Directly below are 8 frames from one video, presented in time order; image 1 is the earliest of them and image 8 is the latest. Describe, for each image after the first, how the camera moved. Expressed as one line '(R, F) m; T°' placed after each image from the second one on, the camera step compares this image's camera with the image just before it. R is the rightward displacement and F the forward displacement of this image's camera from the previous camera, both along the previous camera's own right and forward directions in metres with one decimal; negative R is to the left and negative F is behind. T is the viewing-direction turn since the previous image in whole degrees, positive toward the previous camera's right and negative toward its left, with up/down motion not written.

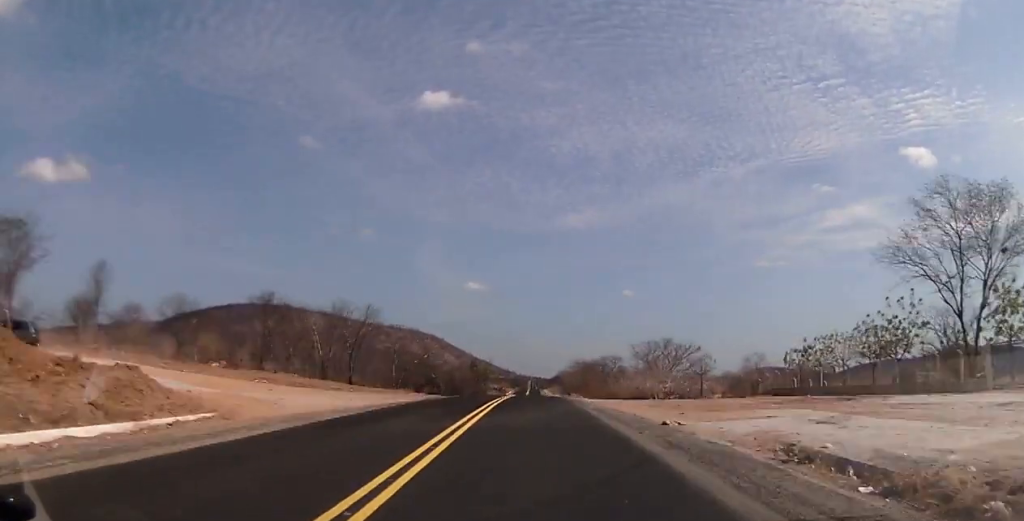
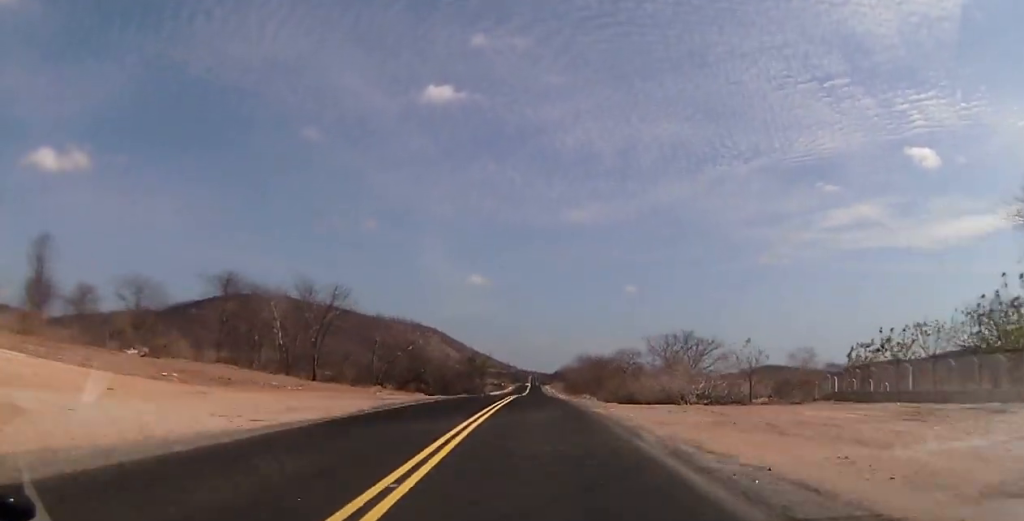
(0.0, +12.3) m; 0°
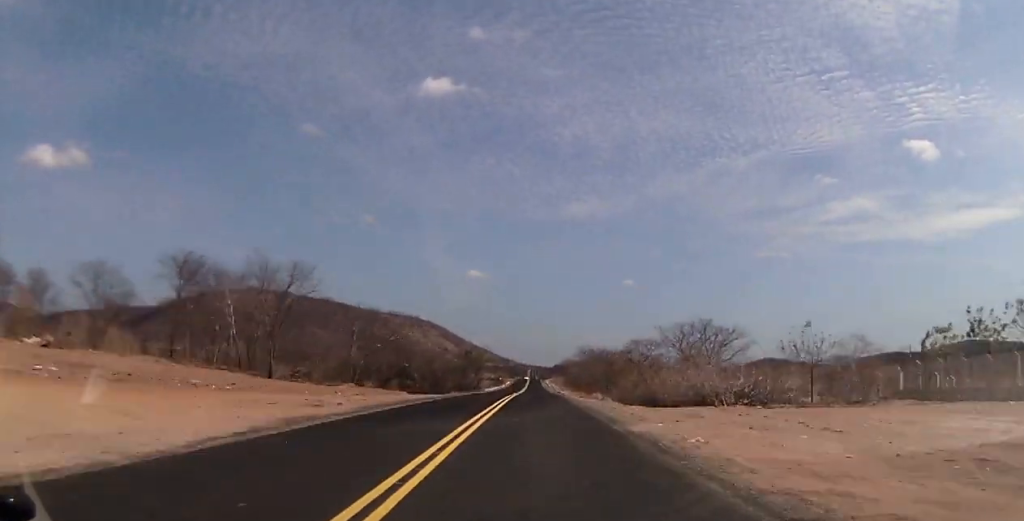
(+0.1, +9.8) m; 0°
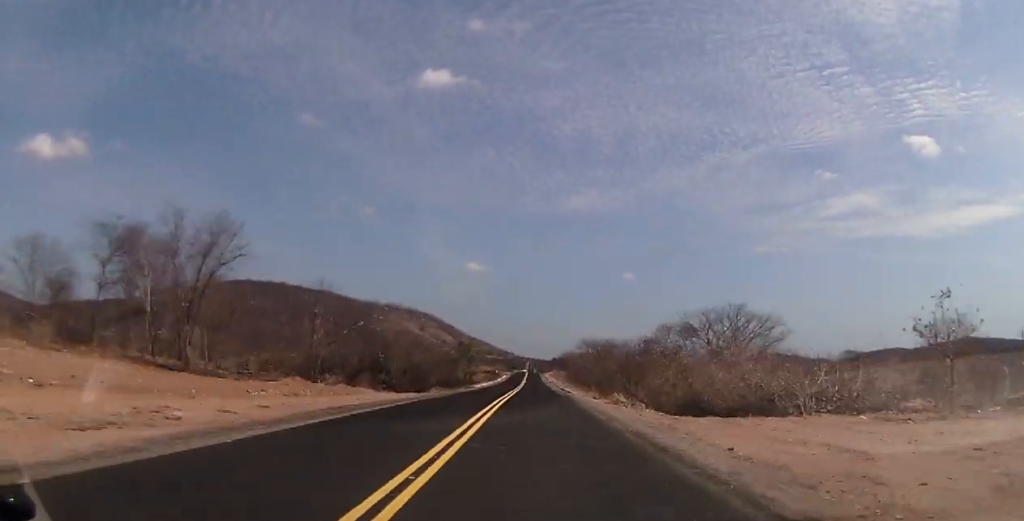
(+0.2, +12.3) m; -1°
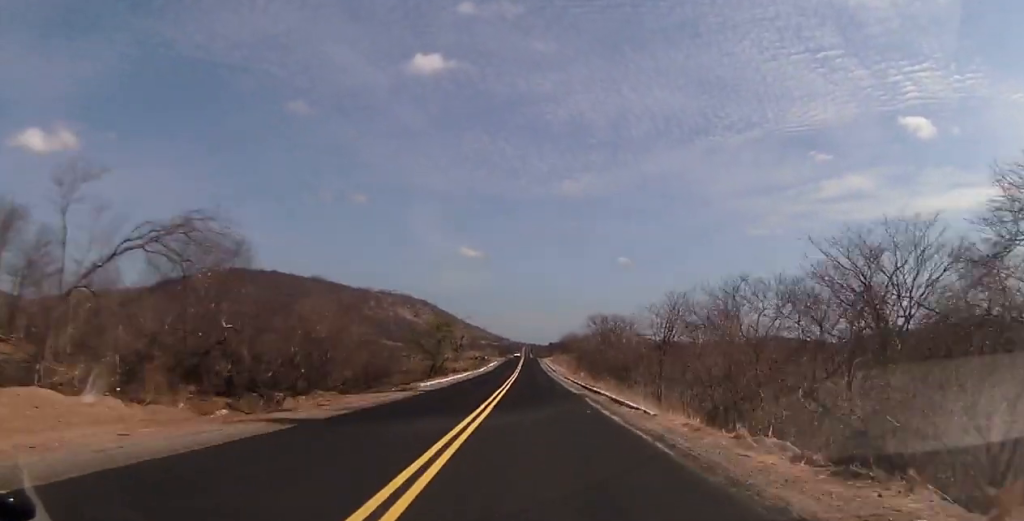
(-0.7, +32.7) m; 0°
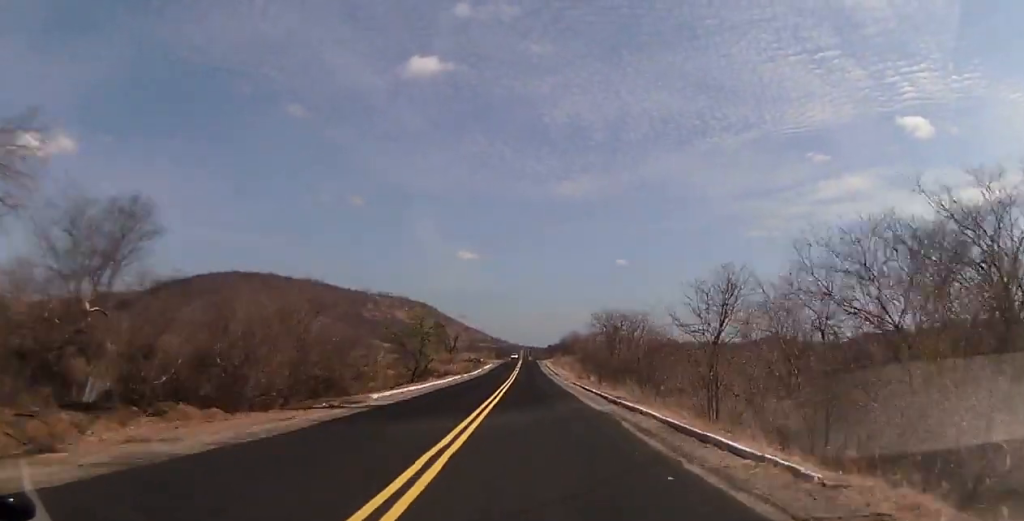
(+0.2, +10.8) m; +1°
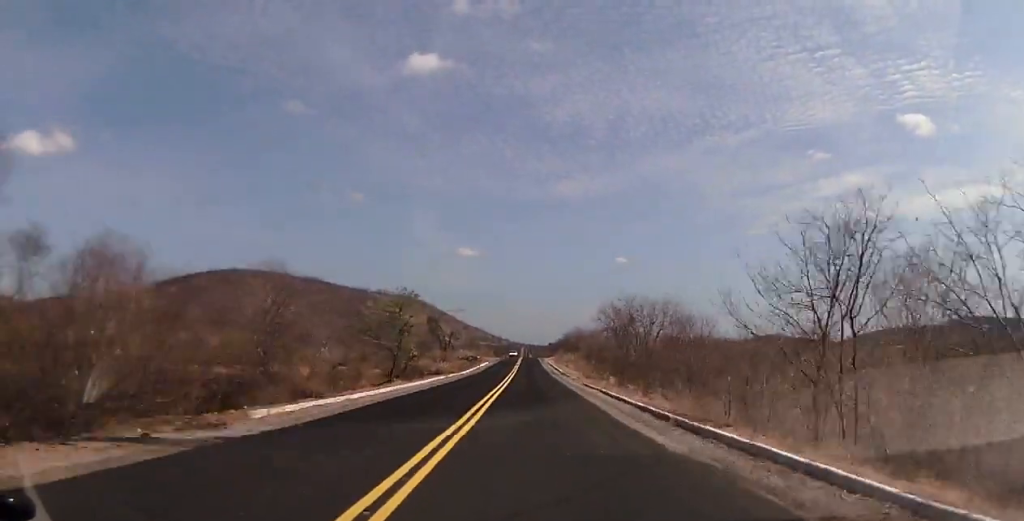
(0.0, +10.8) m; +1°
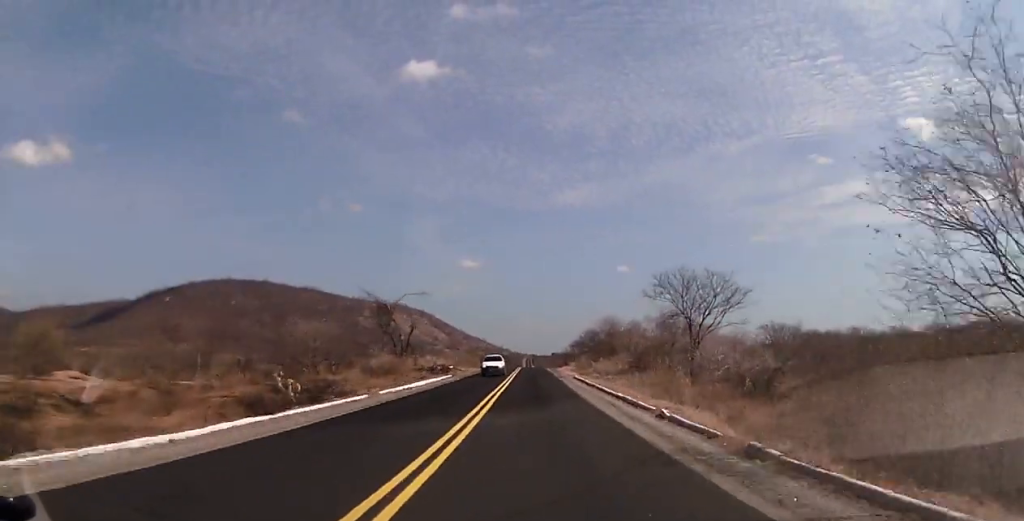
(-0.5, +52.5) m; -2°
